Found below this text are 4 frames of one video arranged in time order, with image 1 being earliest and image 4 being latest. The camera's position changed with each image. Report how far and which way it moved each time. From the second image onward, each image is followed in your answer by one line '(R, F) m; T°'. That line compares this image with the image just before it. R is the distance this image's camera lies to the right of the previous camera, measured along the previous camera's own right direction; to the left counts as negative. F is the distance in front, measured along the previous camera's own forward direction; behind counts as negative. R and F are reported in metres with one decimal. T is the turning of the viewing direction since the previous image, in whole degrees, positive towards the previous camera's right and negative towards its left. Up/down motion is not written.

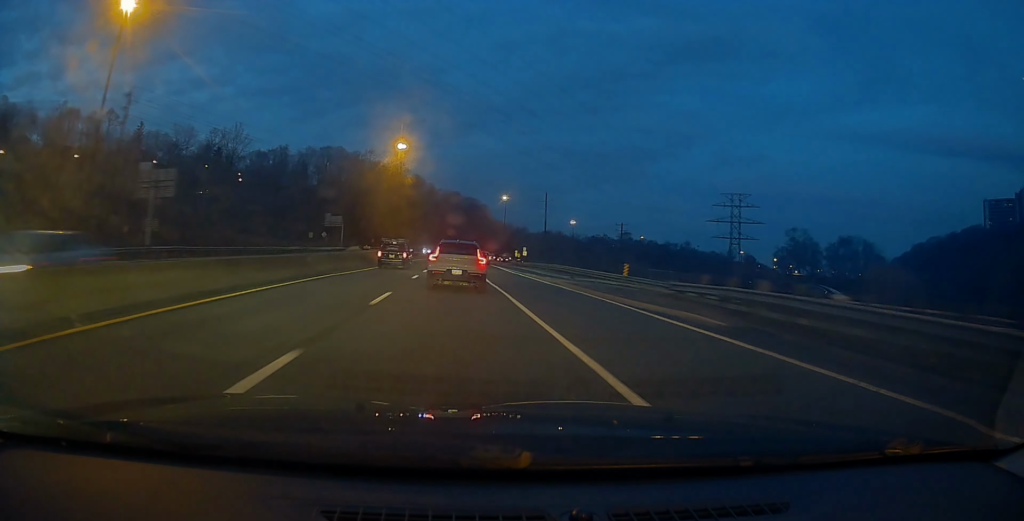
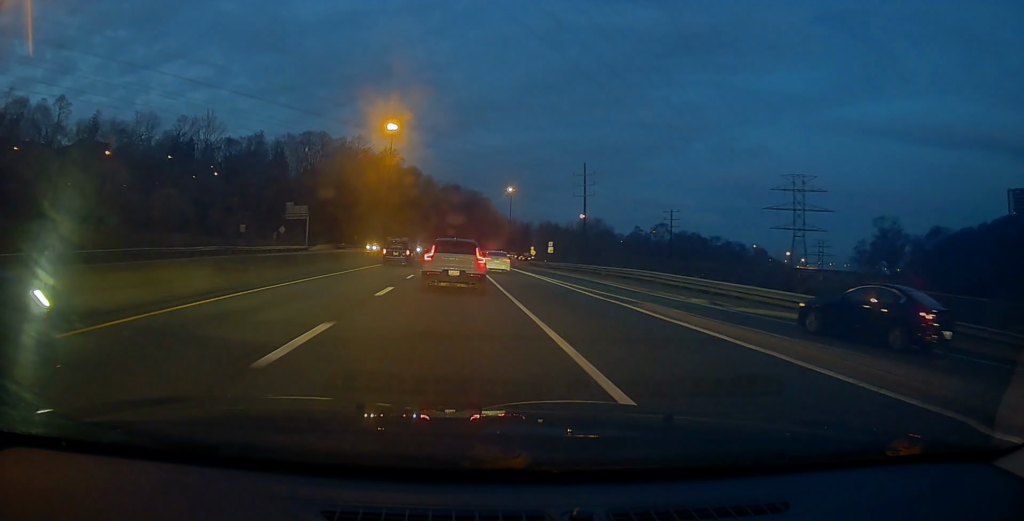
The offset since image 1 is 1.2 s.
(-0.1, +28.7) m; 0°
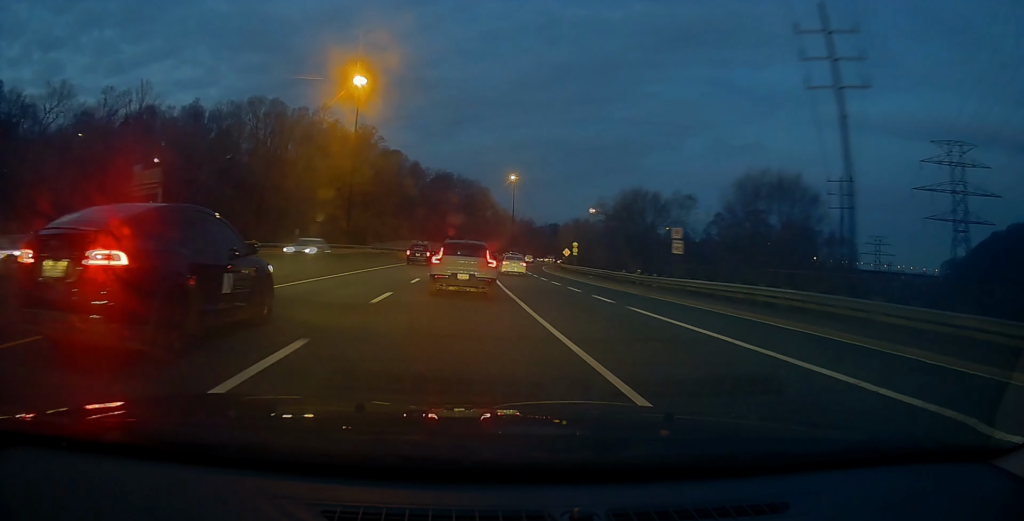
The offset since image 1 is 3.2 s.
(+0.6, +47.3) m; 0°
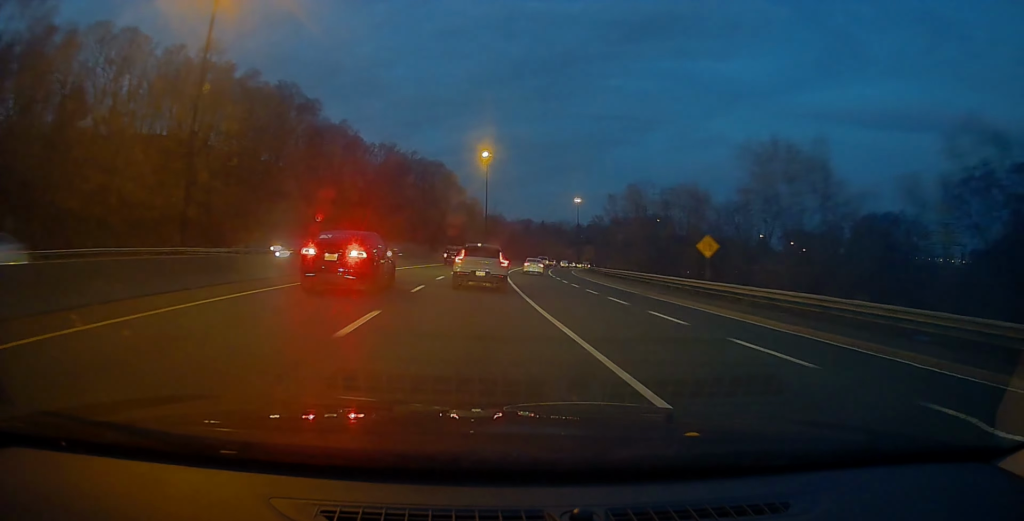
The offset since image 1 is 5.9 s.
(+0.7, +59.0) m; +3°
